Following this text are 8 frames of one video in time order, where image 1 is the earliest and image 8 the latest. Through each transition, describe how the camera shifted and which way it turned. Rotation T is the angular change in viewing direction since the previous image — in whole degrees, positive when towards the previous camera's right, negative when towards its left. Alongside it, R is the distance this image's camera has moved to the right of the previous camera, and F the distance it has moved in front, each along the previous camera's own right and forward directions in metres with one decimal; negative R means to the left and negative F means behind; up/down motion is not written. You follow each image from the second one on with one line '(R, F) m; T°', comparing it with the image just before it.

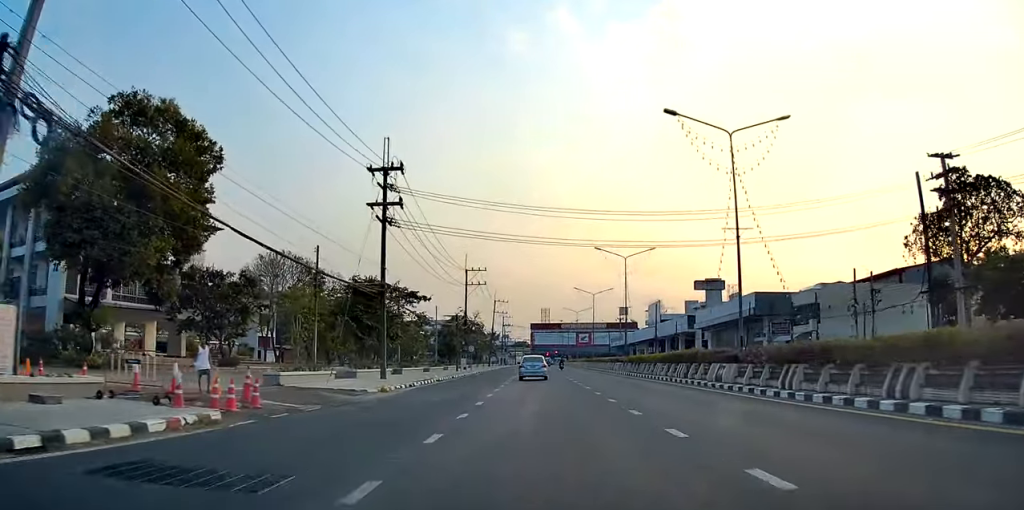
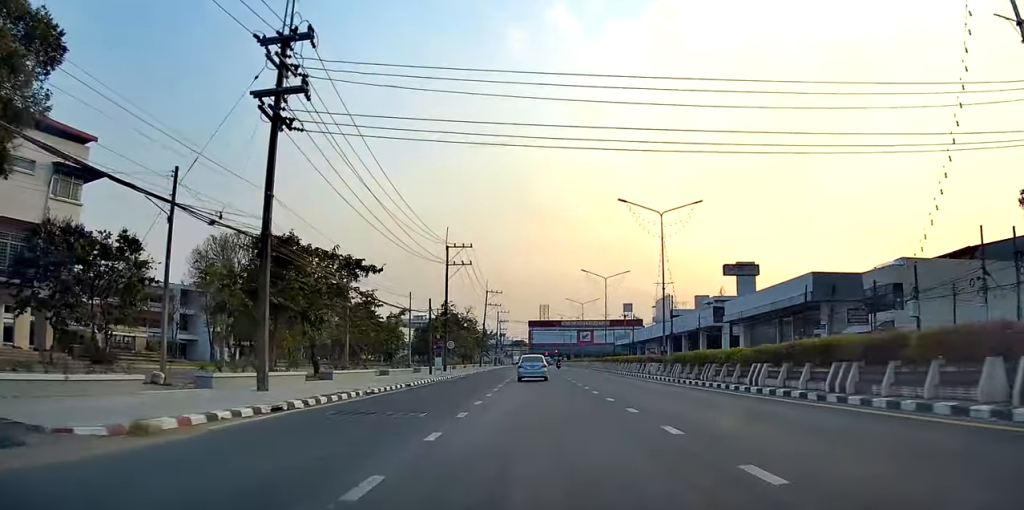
(+0.6, +16.0) m; +1°
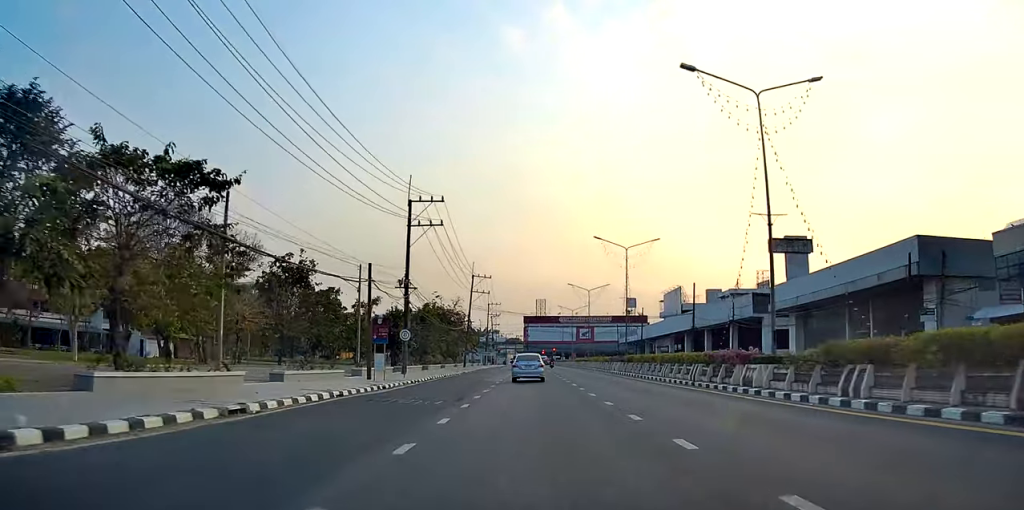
(-0.1, +18.4) m; 0°
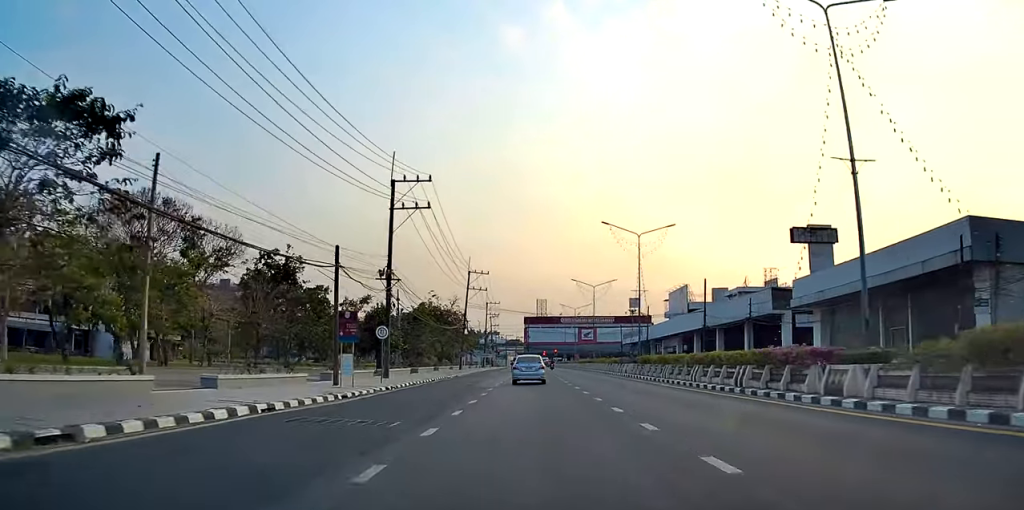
(+0.1, +6.2) m; 0°
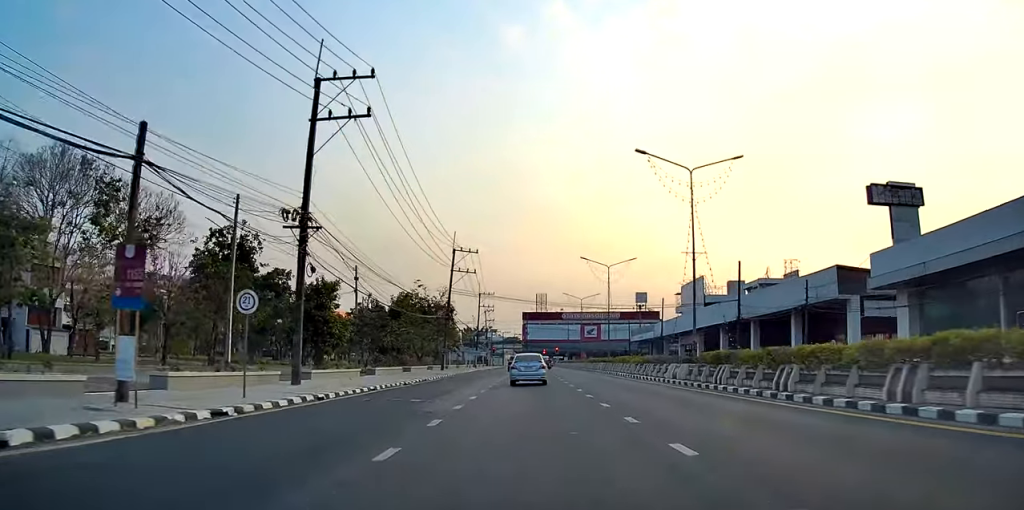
(-0.3, +16.0) m; -1°
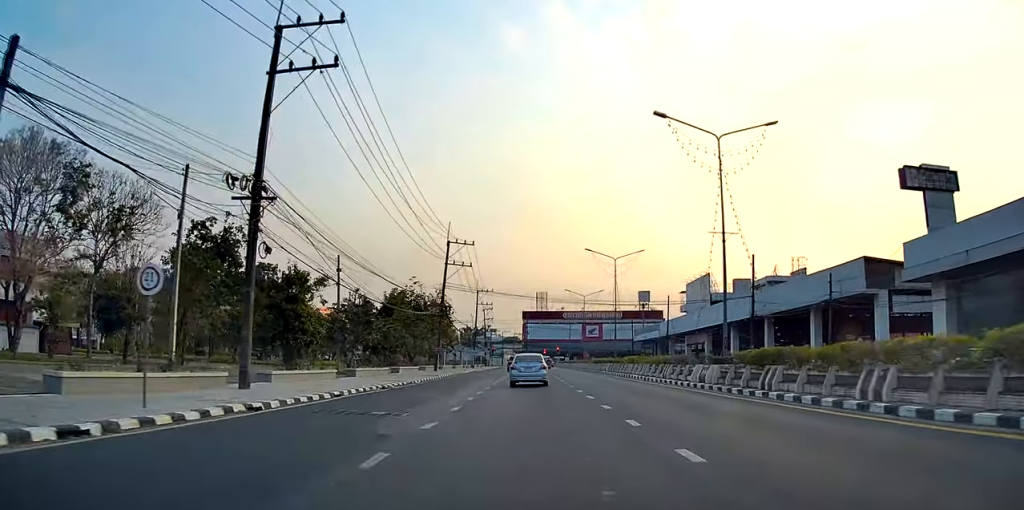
(0.0, +4.6) m; 0°
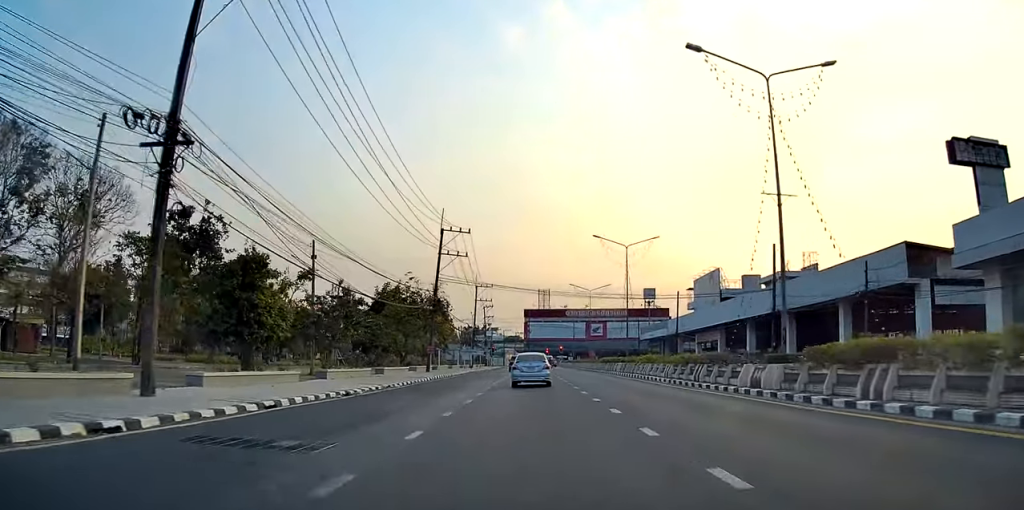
(0.0, +5.9) m; 0°
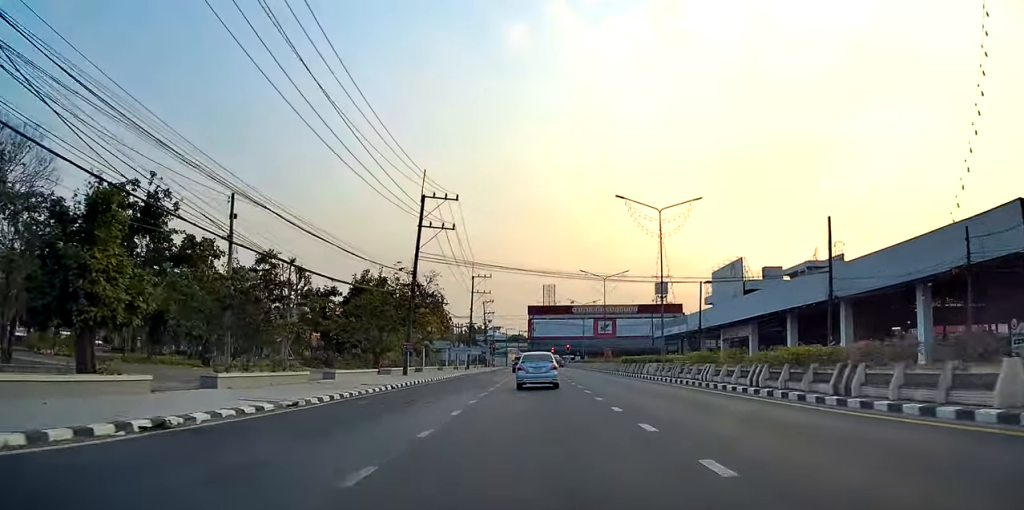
(+0.1, +12.2) m; +1°
